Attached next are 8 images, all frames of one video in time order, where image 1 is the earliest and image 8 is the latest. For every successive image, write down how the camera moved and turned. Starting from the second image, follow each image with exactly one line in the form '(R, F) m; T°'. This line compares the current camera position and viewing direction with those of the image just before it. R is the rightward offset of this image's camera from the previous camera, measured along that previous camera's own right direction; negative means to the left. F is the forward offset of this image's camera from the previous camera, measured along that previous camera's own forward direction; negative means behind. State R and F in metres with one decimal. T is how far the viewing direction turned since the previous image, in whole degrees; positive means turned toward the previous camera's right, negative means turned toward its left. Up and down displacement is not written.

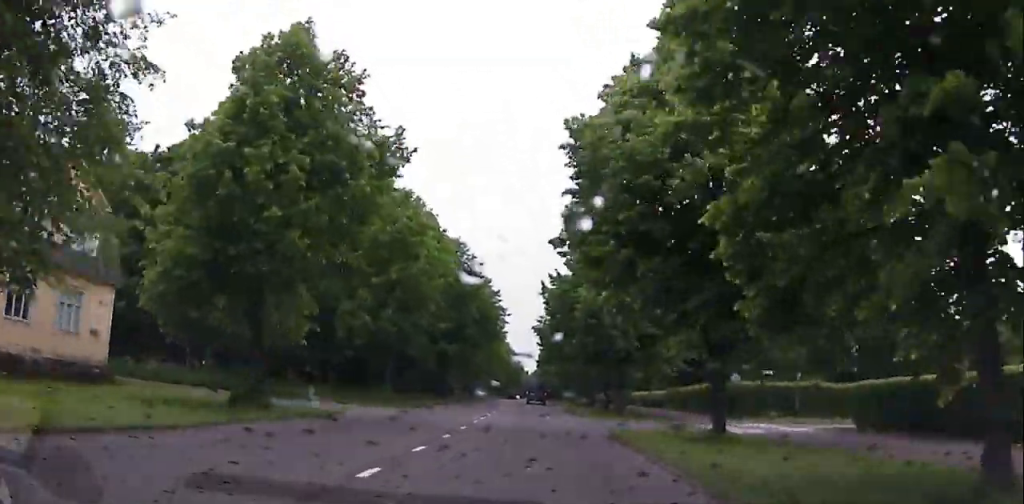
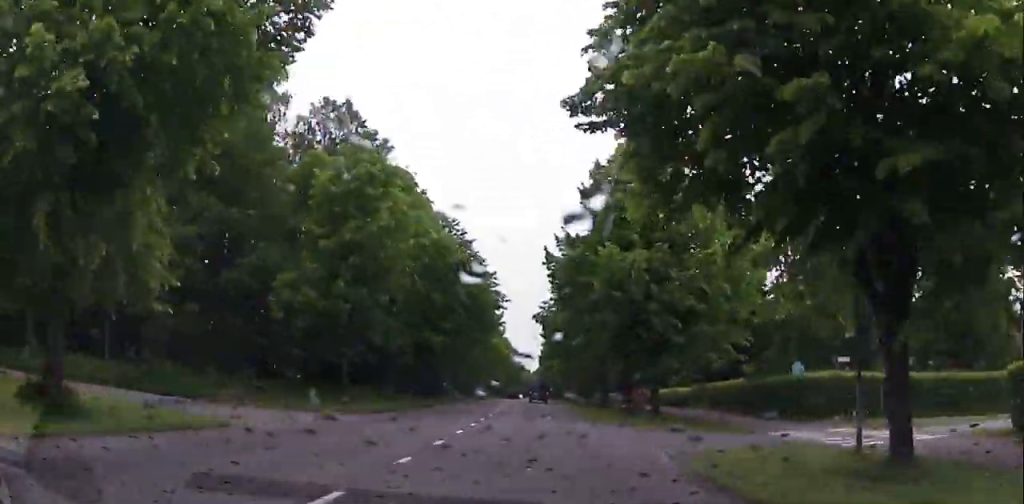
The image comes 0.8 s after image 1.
(+0.1, +9.6) m; +2°
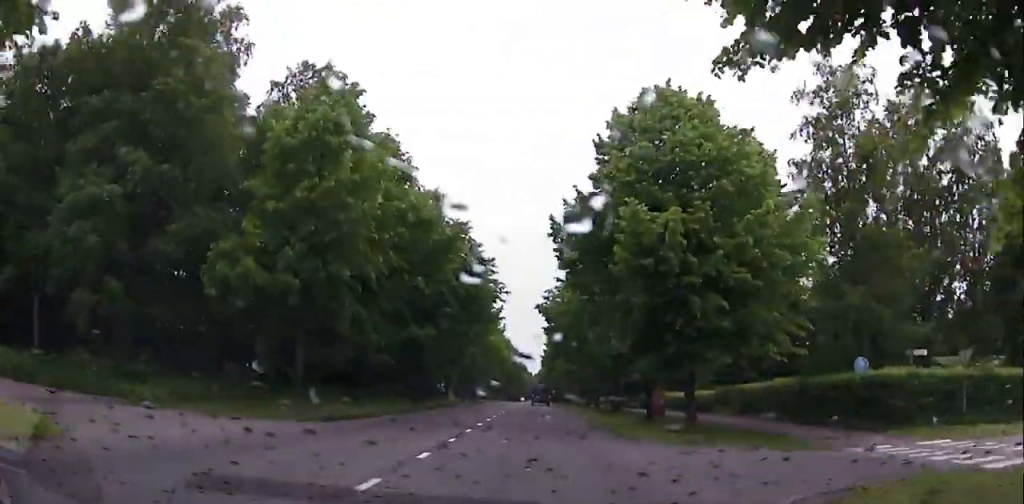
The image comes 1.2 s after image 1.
(+0.1, +5.8) m; +1°
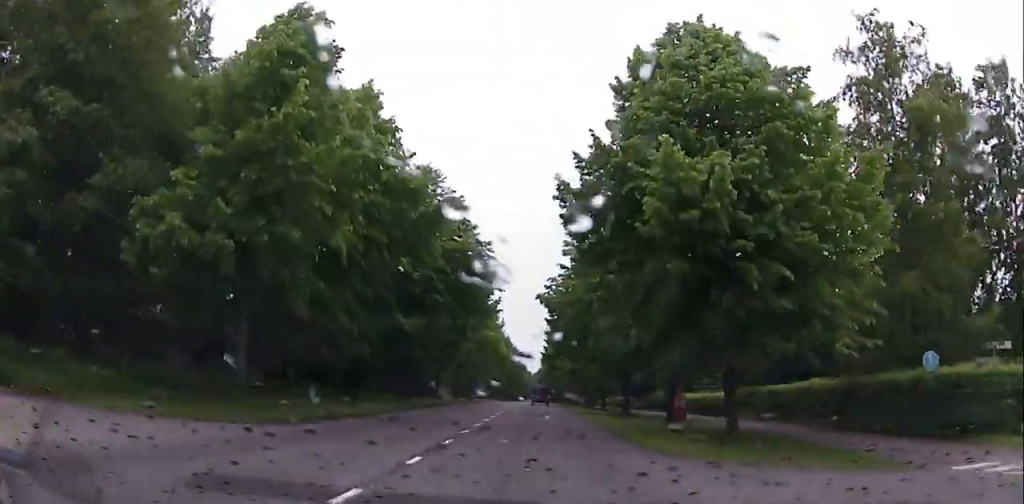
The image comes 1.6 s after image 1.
(0.0, +5.0) m; +1°
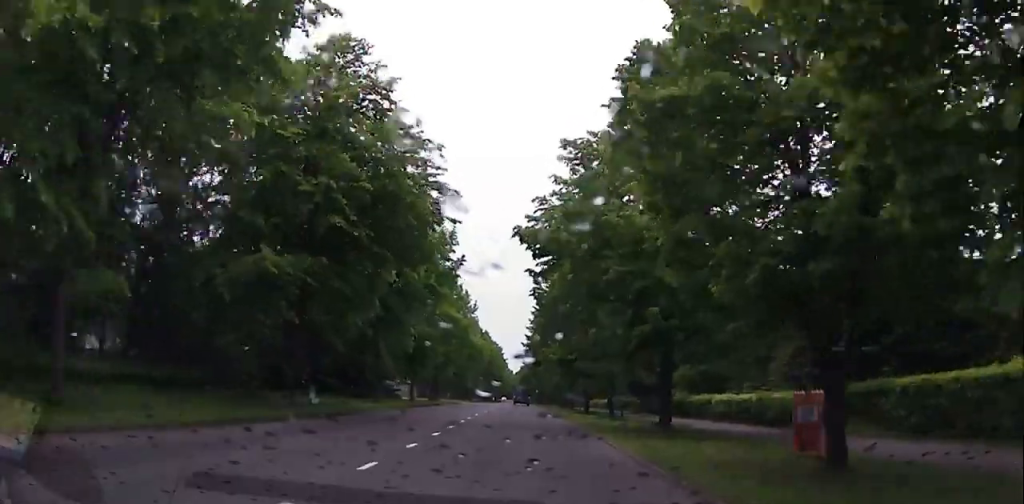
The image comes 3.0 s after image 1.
(0.0, +16.4) m; +1°
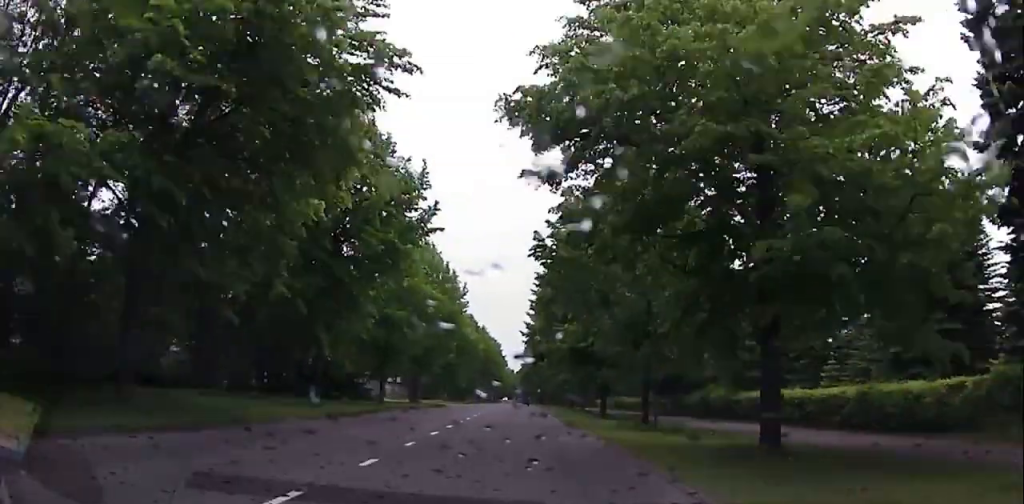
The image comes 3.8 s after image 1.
(+0.2, +10.8) m; 0°
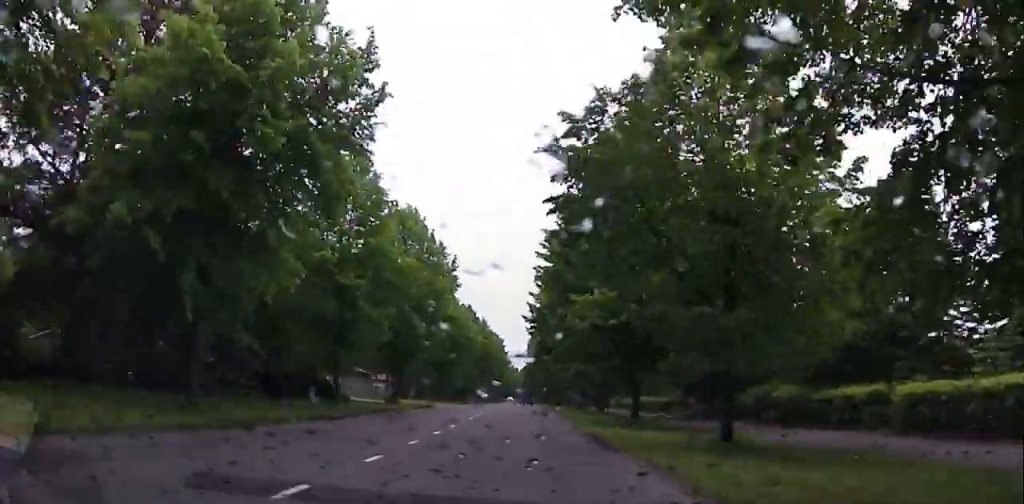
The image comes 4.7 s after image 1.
(+0.1, +10.9) m; -2°
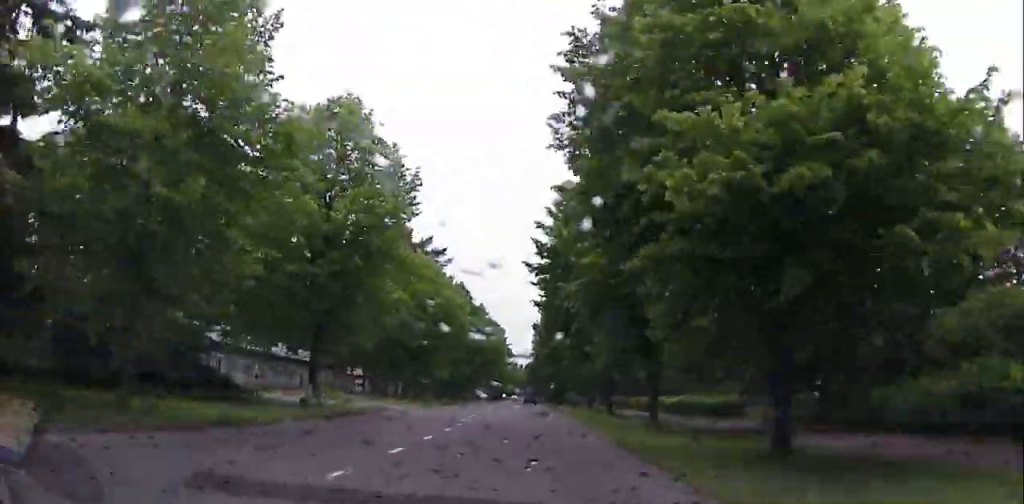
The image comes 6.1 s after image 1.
(-0.7, +17.2) m; -1°
